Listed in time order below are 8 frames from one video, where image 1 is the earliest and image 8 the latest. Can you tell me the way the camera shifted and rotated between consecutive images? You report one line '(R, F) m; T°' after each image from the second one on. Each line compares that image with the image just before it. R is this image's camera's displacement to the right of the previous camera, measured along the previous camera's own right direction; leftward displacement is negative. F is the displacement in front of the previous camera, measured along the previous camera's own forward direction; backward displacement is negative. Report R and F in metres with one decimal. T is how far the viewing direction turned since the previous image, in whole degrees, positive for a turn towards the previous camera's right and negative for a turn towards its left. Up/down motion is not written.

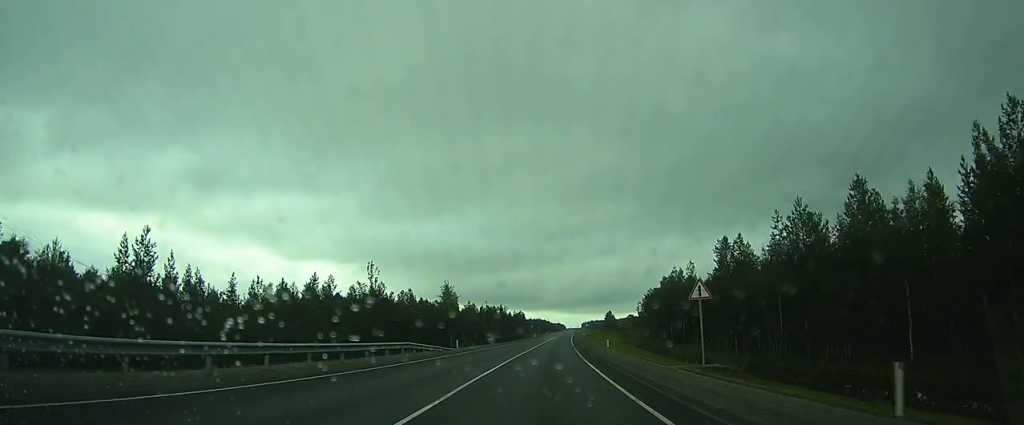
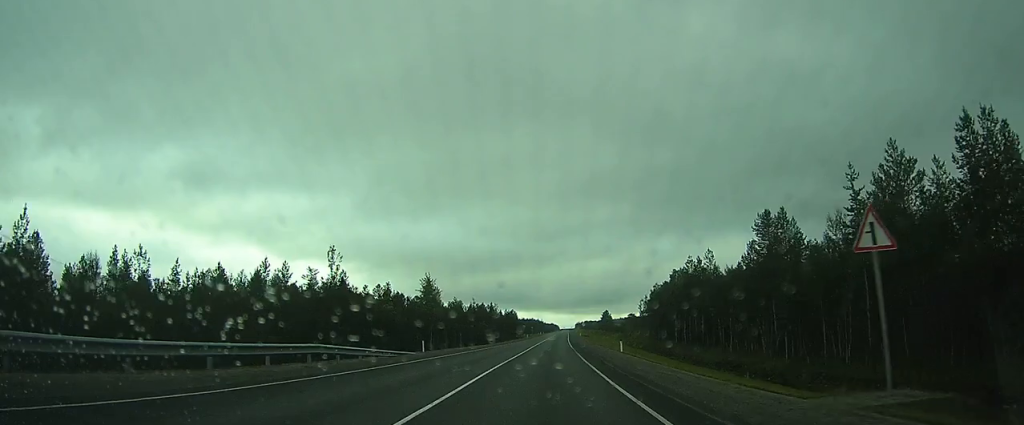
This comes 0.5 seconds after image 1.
(0.0, +10.7) m; +1°
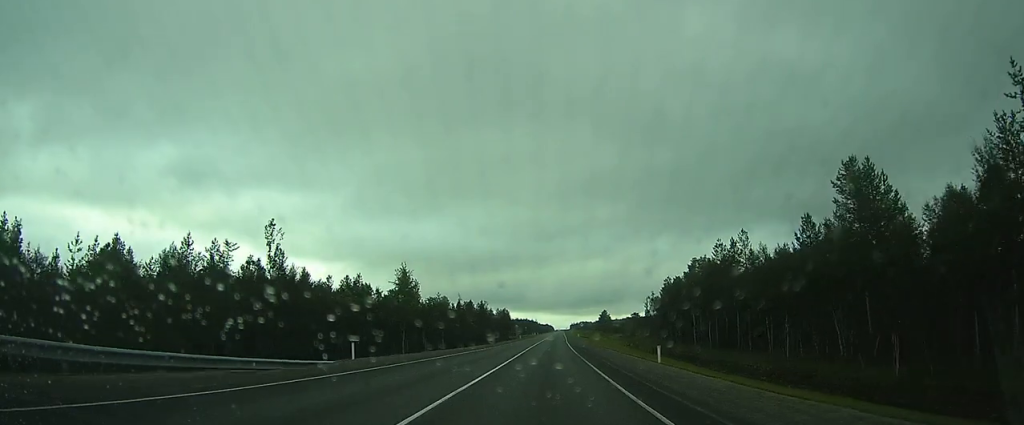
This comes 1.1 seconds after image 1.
(+0.1, +13.1) m; +1°
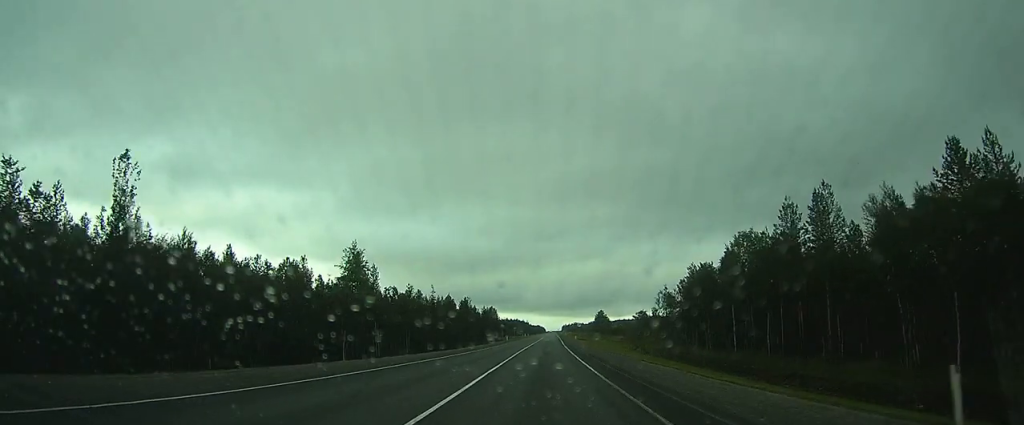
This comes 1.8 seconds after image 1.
(+0.3, +19.8) m; +1°
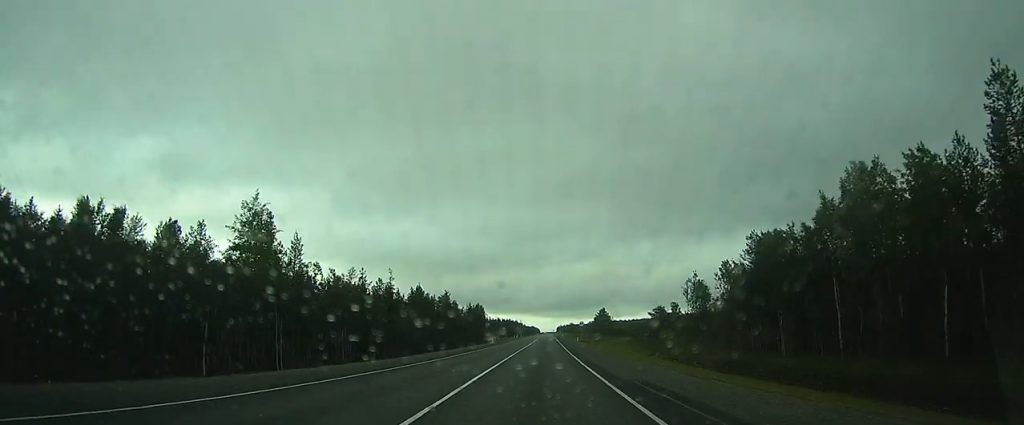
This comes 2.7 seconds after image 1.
(+0.2, +25.1) m; +1°
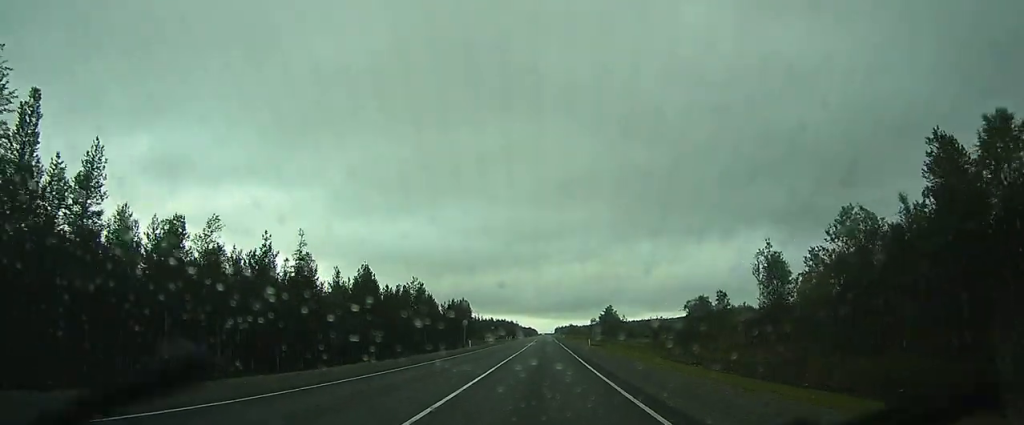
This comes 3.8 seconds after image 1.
(+0.2, +28.8) m; +1°
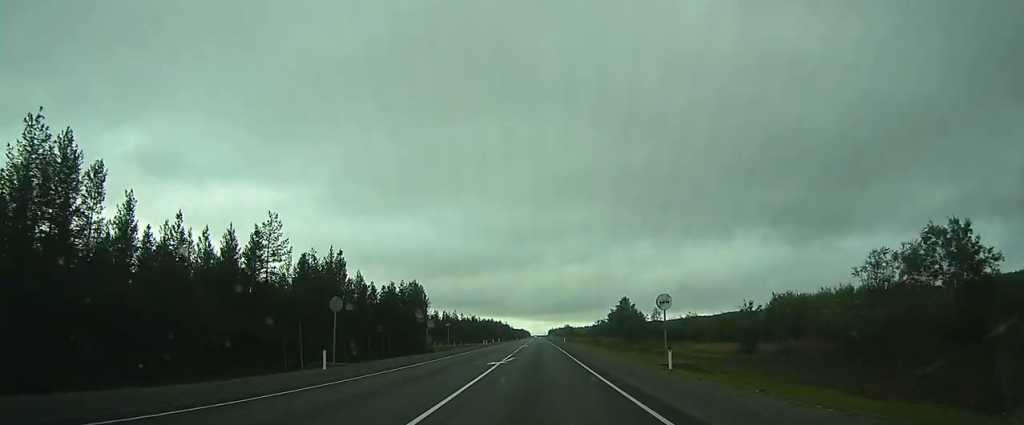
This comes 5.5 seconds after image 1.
(+0.9, +44.5) m; +2°
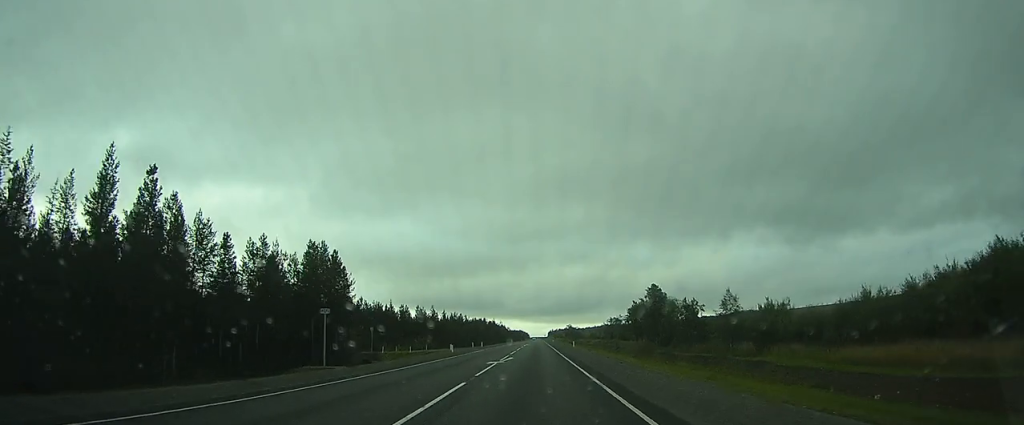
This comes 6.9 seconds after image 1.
(+0.5, +34.1) m; +1°
